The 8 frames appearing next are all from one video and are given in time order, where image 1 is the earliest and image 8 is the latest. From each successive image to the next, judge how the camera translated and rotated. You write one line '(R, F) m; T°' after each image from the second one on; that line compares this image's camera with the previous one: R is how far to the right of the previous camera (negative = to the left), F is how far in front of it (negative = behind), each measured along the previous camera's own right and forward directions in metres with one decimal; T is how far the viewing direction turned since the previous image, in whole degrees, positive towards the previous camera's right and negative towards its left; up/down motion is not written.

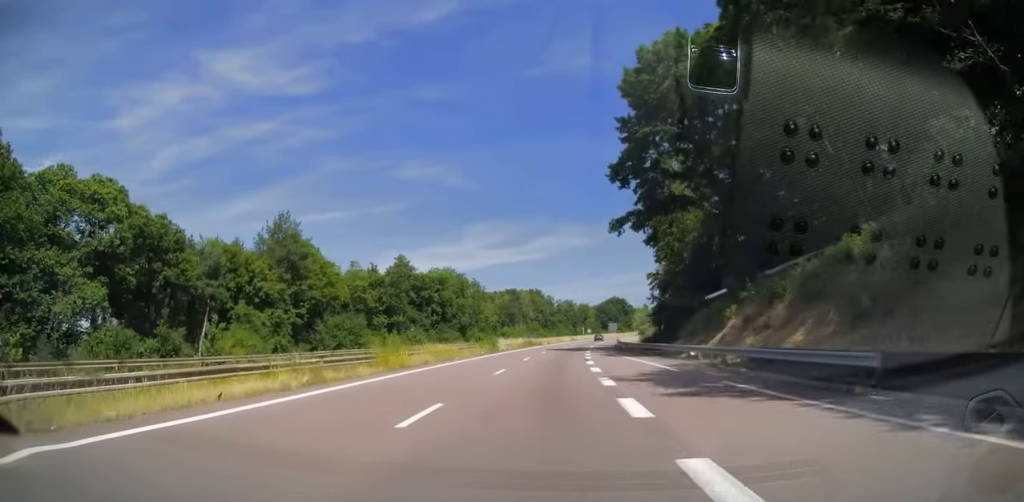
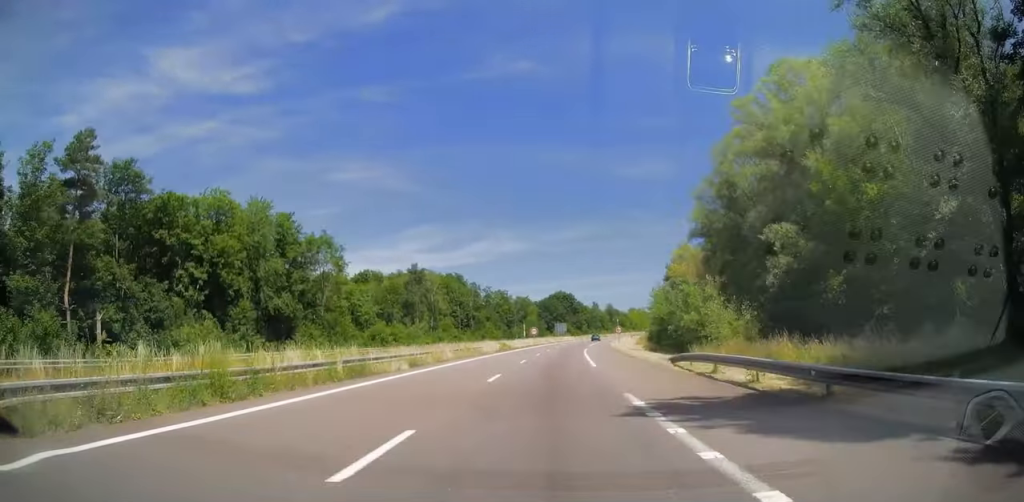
(+2.9, +71.3) m; +5°
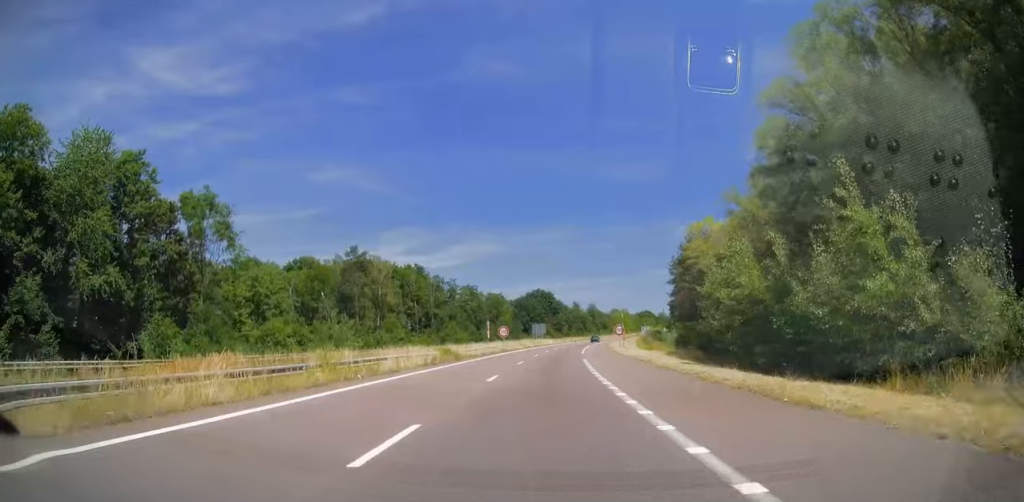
(+0.4, +26.5) m; +3°
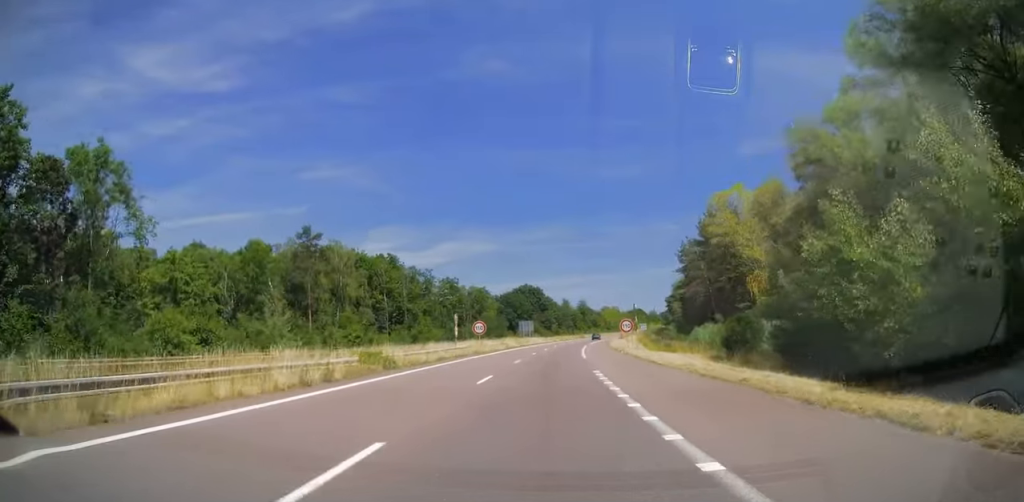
(+0.4, +15.3) m; +2°
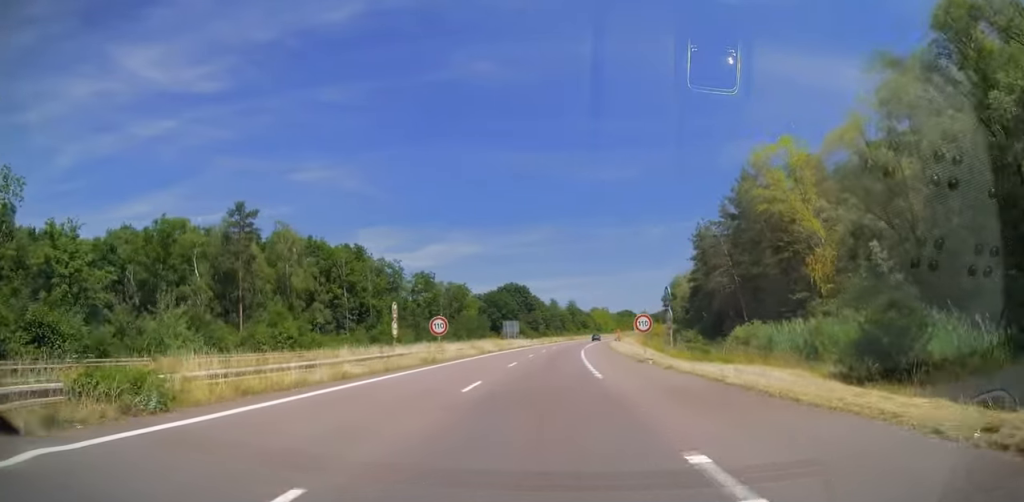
(+0.2, +15.9) m; +1°
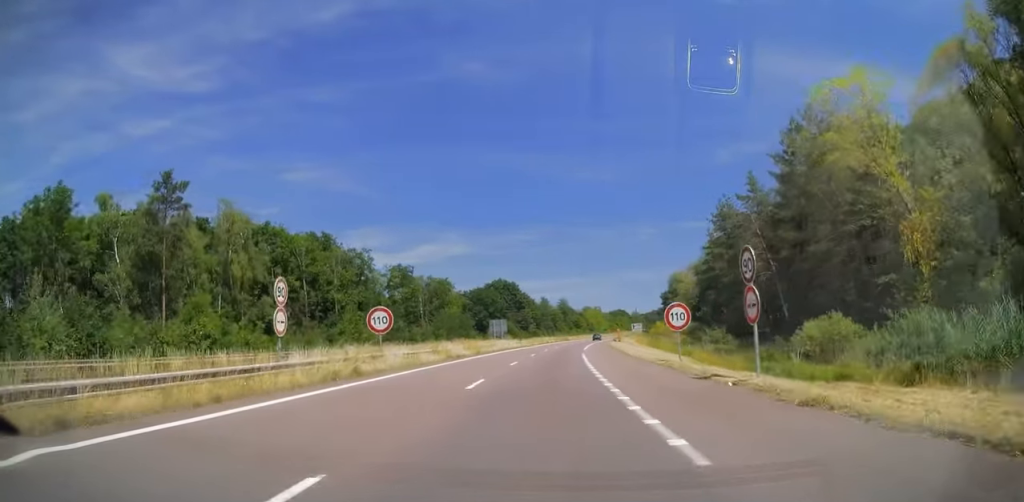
(+0.2, +12.9) m; +1°
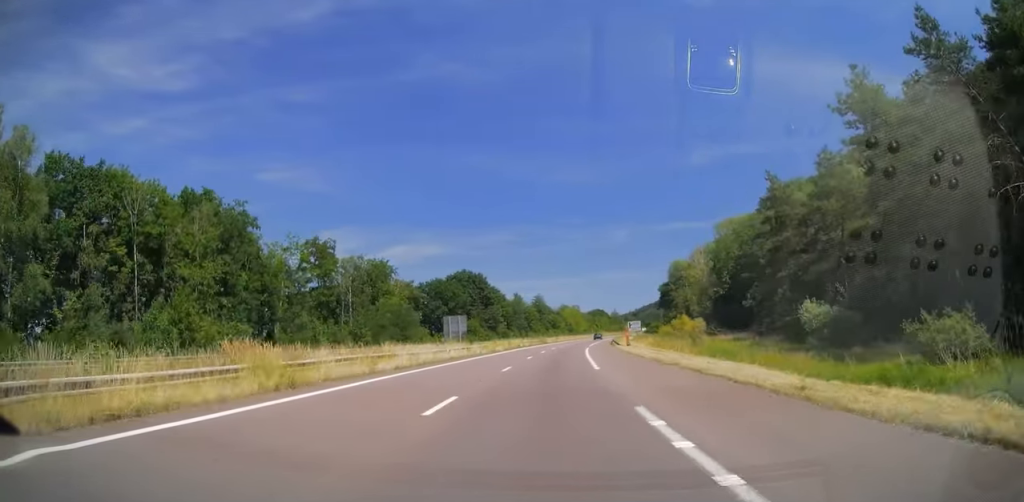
(+0.5, +32.8) m; +2°
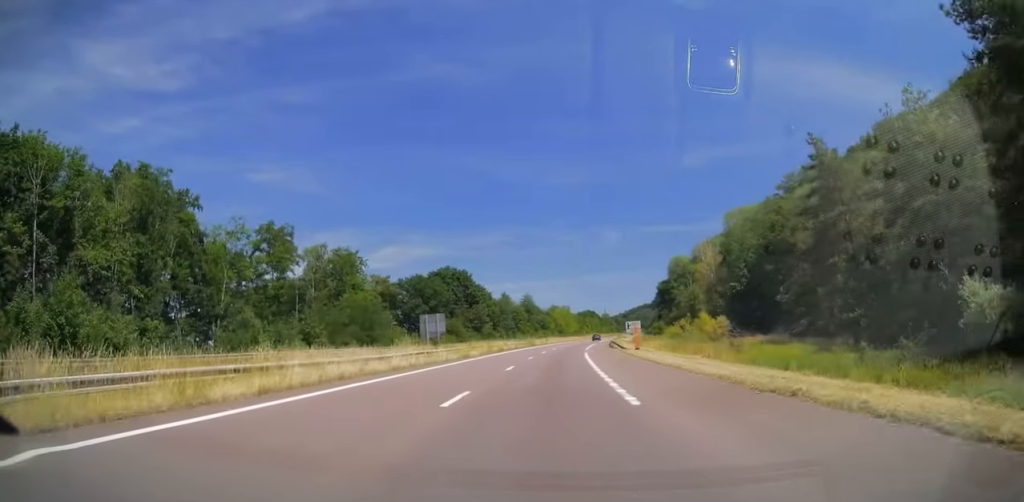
(0.0, +11.9) m; +1°
